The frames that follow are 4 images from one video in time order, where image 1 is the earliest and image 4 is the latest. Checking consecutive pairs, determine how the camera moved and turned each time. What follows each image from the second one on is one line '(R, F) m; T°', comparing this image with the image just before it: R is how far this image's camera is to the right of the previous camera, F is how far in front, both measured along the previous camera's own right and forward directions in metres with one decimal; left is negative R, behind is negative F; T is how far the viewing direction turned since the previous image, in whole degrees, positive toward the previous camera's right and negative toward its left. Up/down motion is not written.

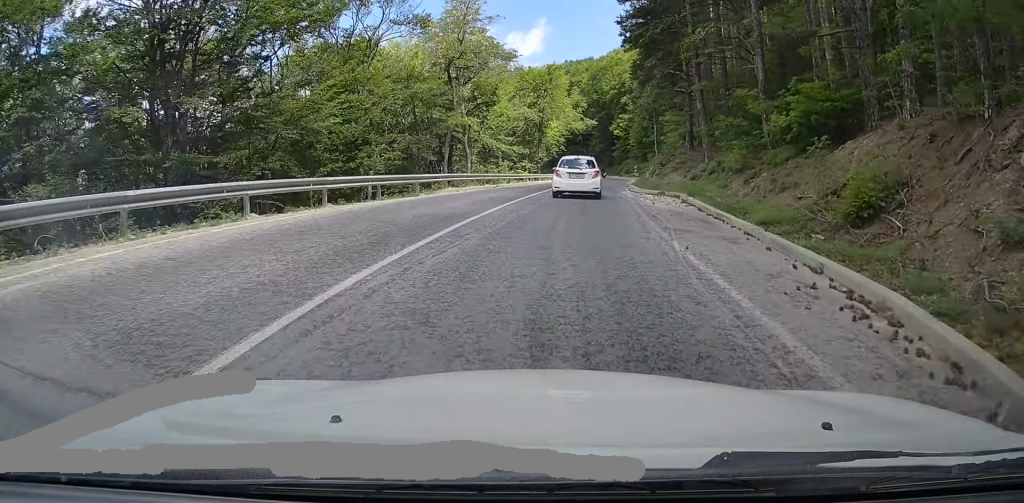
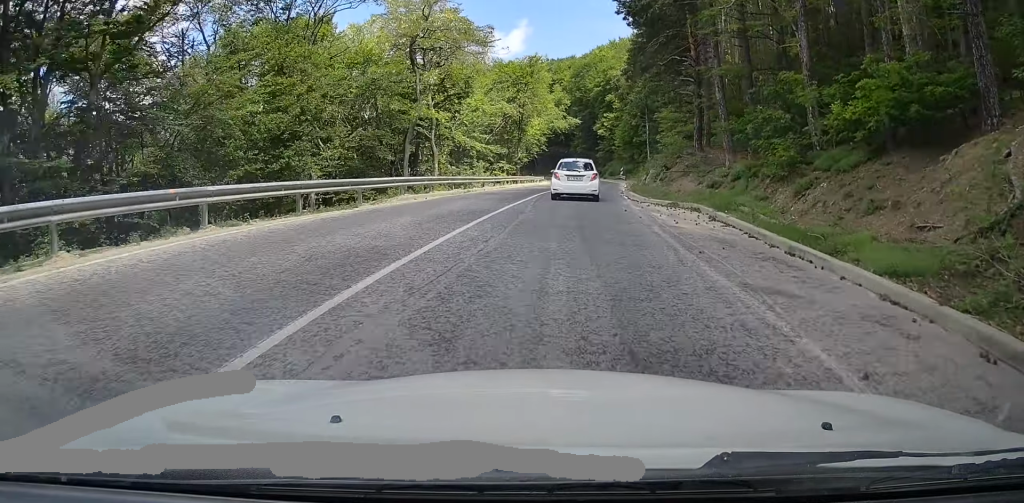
(+0.4, +5.5) m; +2°
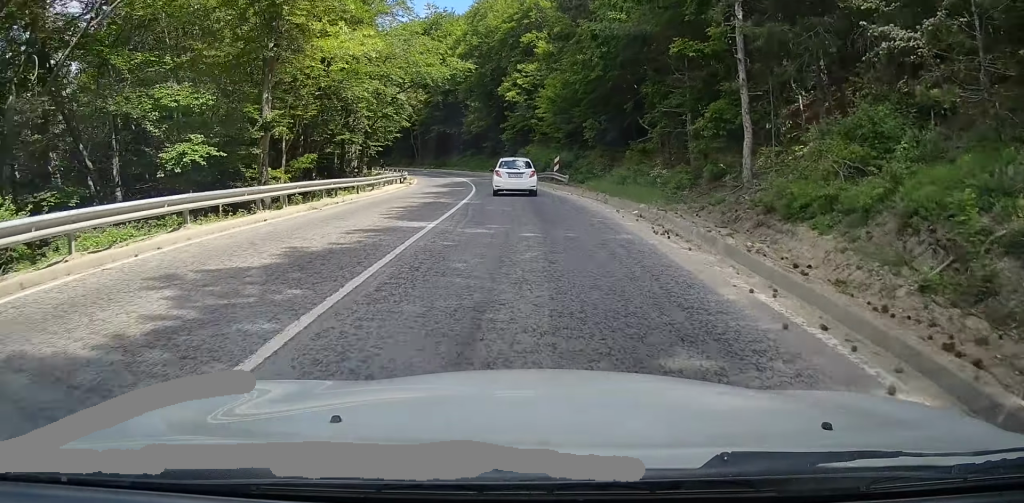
(+2.8, +38.1) m; +6°
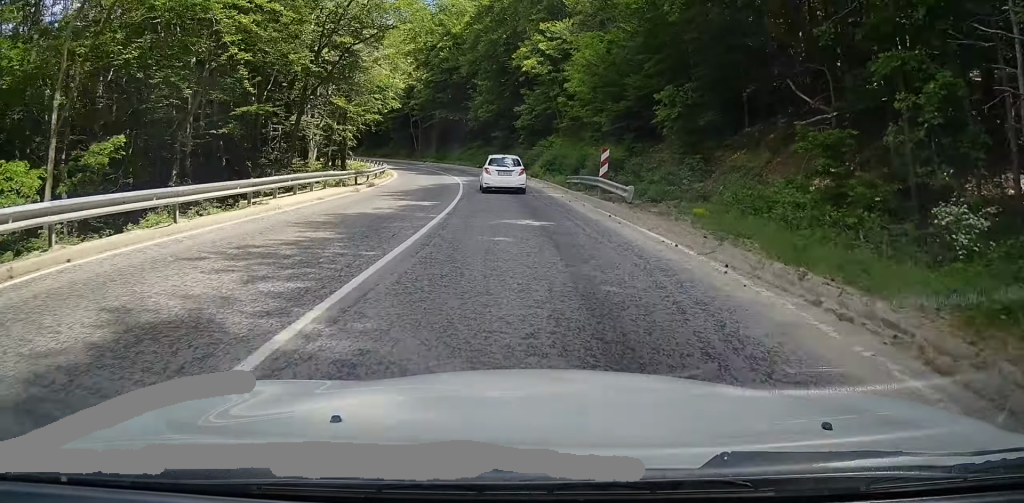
(+0.1, +15.2) m; -2°
